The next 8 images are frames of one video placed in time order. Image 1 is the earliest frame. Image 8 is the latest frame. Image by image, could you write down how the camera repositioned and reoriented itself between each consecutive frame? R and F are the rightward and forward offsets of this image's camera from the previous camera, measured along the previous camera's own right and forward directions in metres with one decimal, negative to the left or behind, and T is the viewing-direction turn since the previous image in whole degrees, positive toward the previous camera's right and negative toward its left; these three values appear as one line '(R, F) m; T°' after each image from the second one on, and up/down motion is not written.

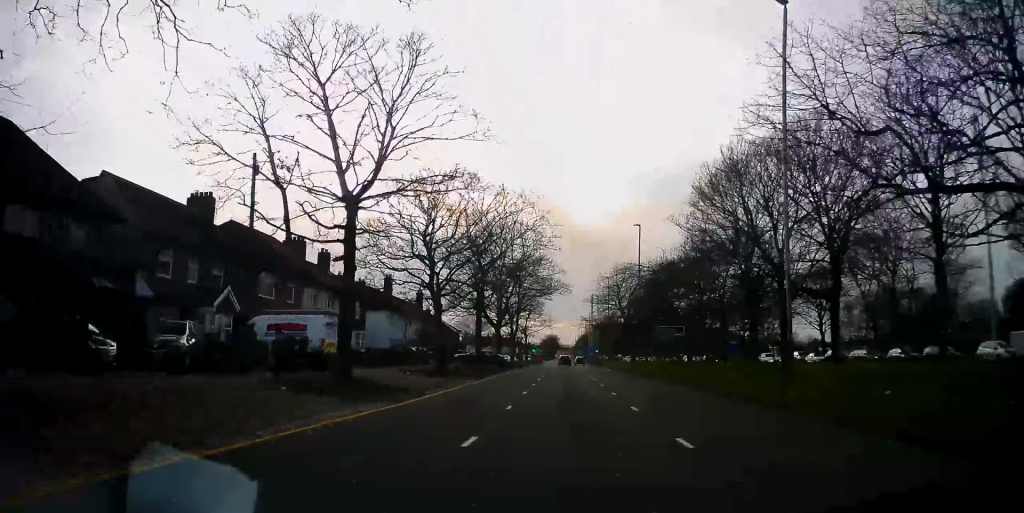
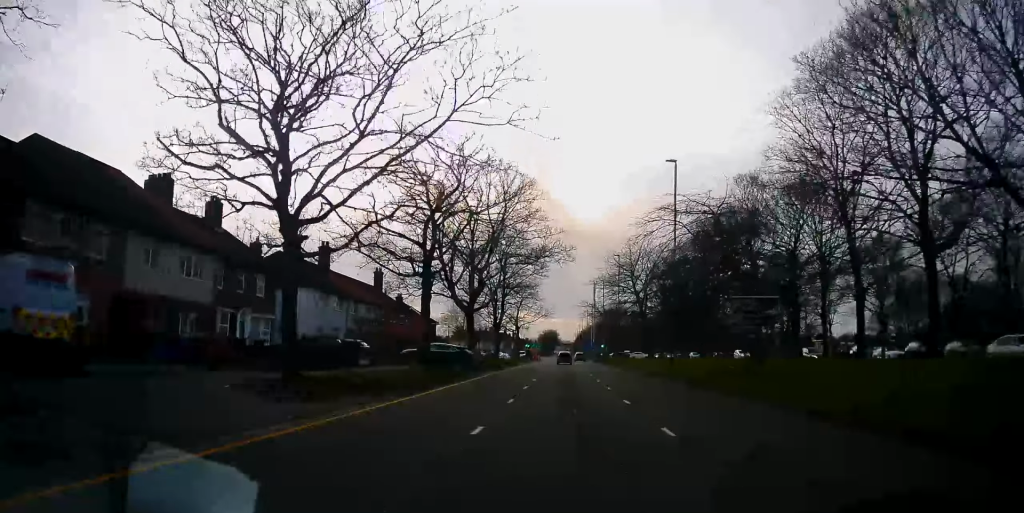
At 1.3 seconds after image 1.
(-0.5, +16.6) m; -2°
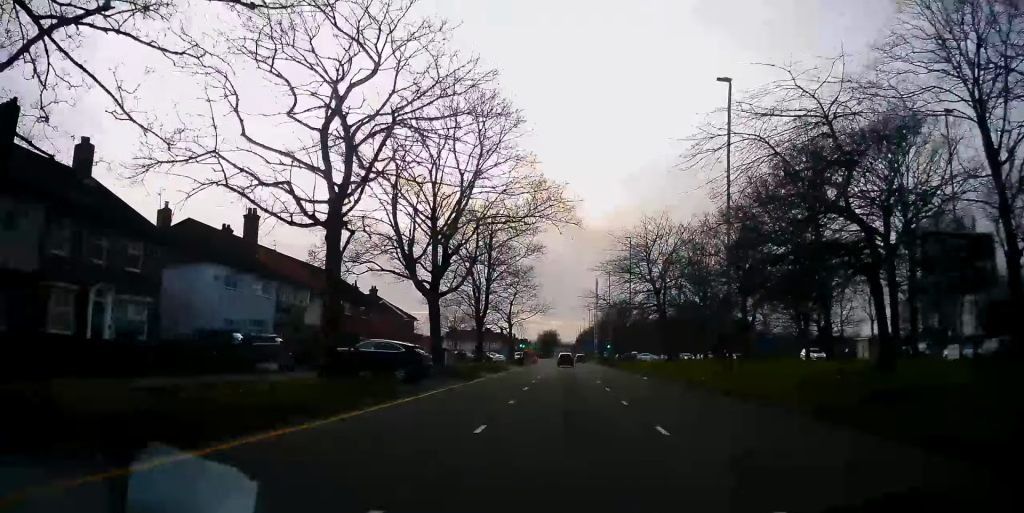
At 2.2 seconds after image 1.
(+0.1, +11.3) m; 0°
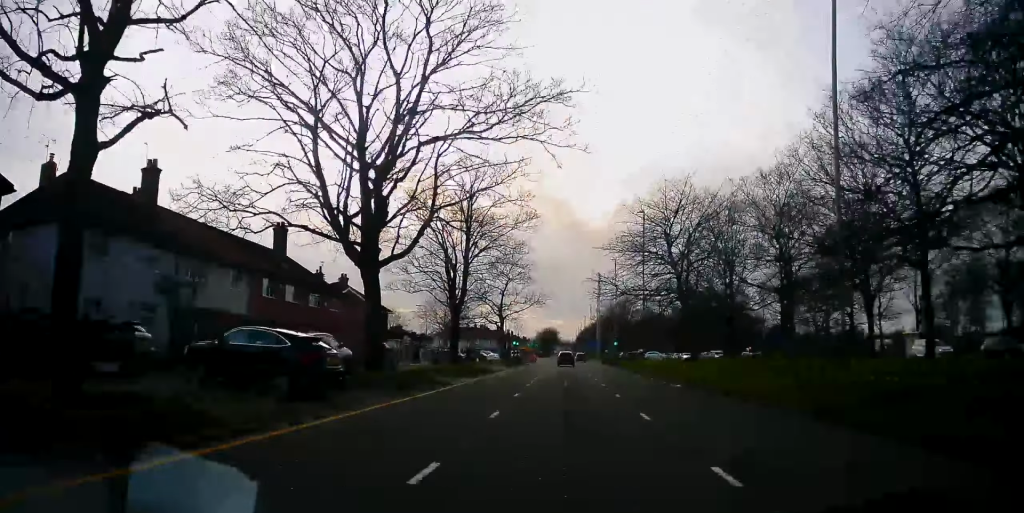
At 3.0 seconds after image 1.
(+0.2, +9.7) m; 0°
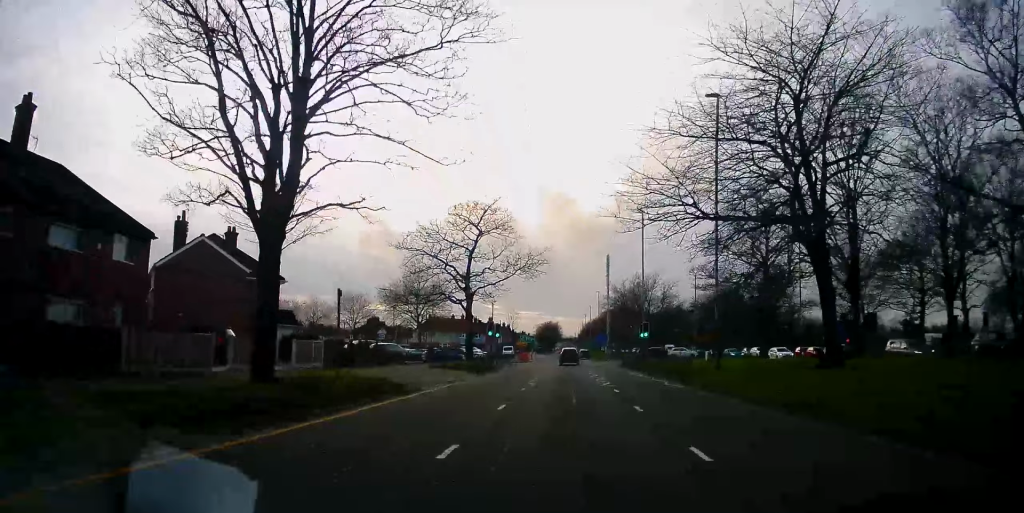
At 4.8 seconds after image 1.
(-0.1, +22.3) m; +2°
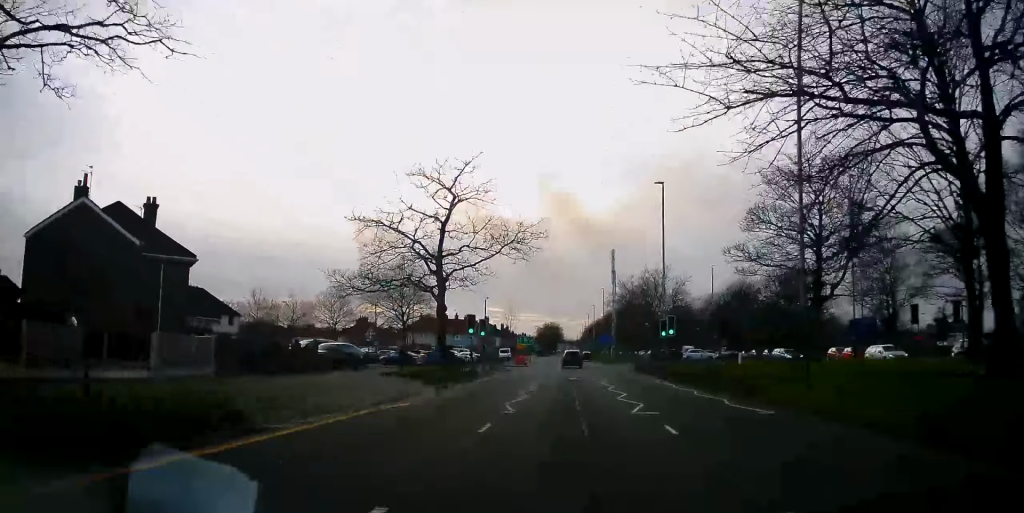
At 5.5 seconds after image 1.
(+0.1, +9.1) m; -2°
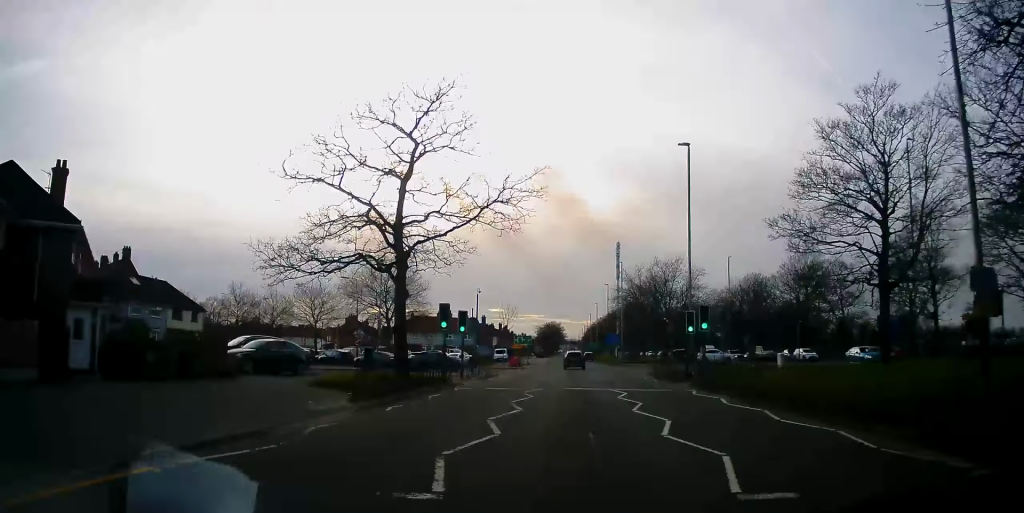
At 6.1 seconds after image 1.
(-0.2, +7.4) m; 0°
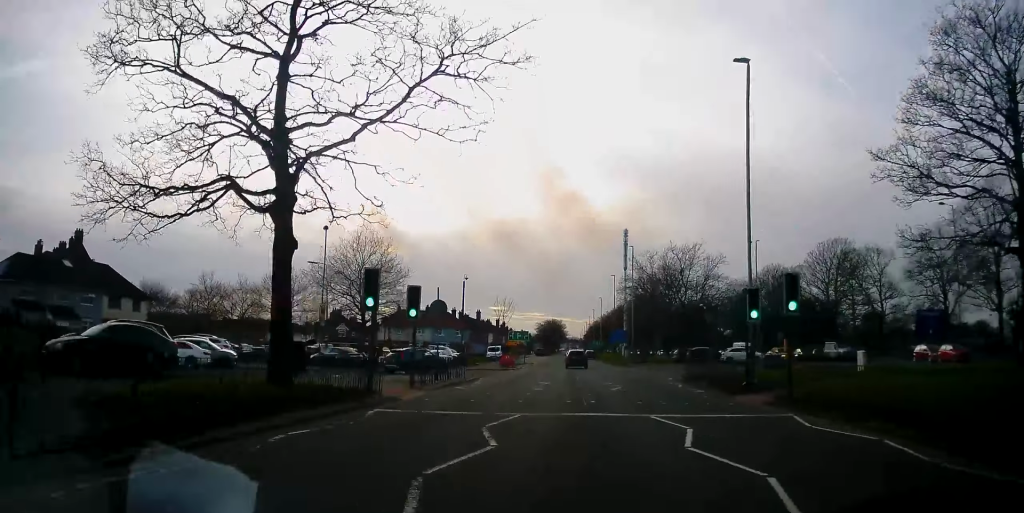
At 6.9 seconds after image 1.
(-0.3, +9.6) m; 0°
